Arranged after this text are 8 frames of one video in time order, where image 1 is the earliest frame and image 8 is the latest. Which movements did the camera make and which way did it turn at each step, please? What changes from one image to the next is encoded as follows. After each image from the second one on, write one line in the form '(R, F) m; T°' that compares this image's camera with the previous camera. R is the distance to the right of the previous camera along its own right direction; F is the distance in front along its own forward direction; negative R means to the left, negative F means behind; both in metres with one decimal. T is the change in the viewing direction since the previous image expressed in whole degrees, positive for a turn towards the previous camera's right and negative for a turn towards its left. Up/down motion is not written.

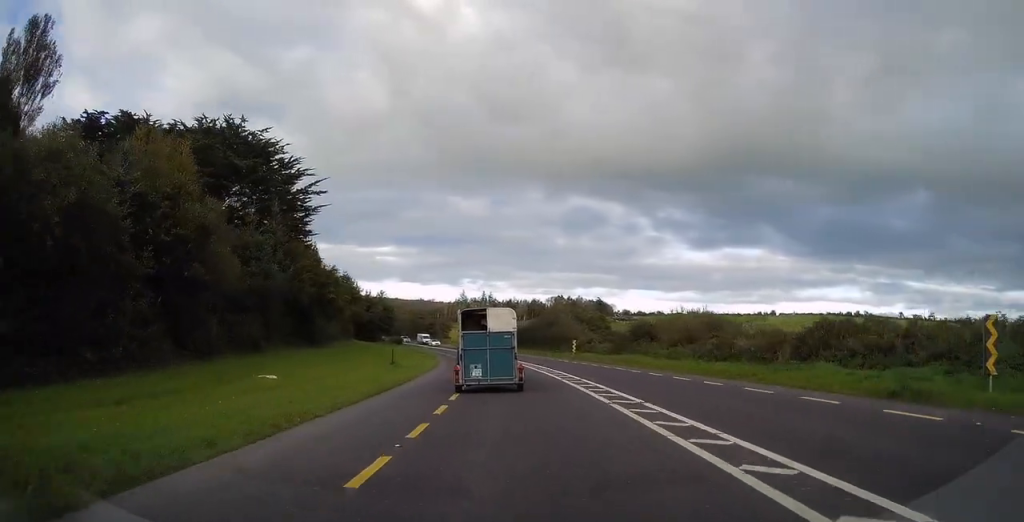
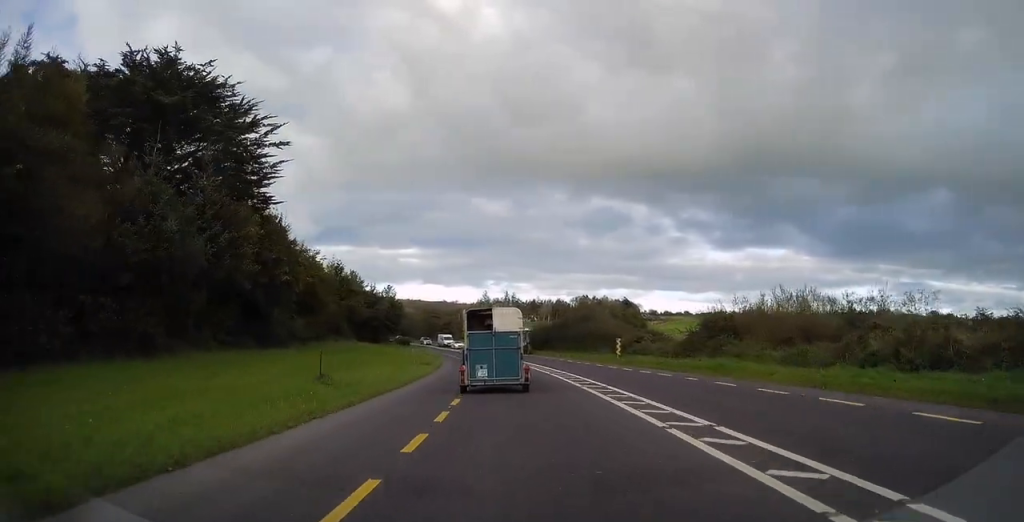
(-0.6, +17.0) m; -3°
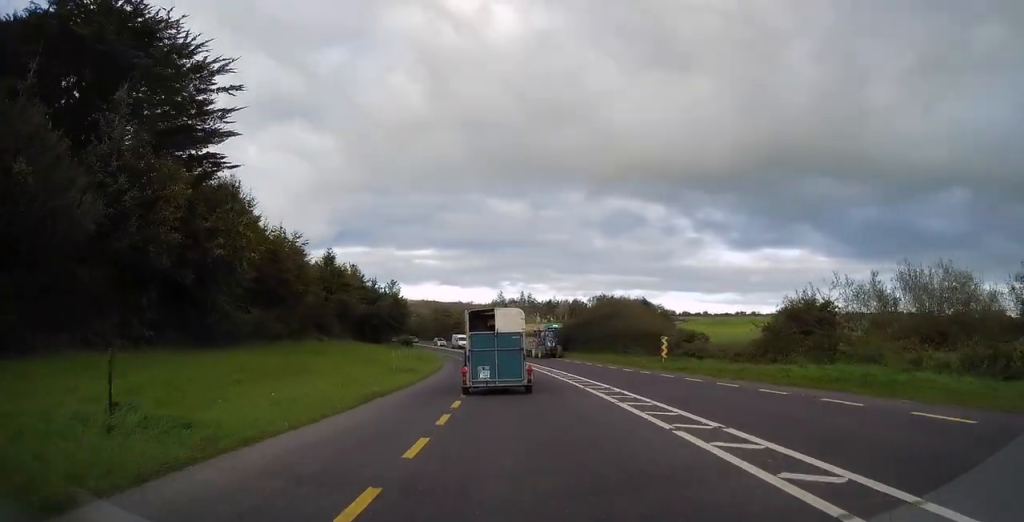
(0.0, +12.1) m; -2°
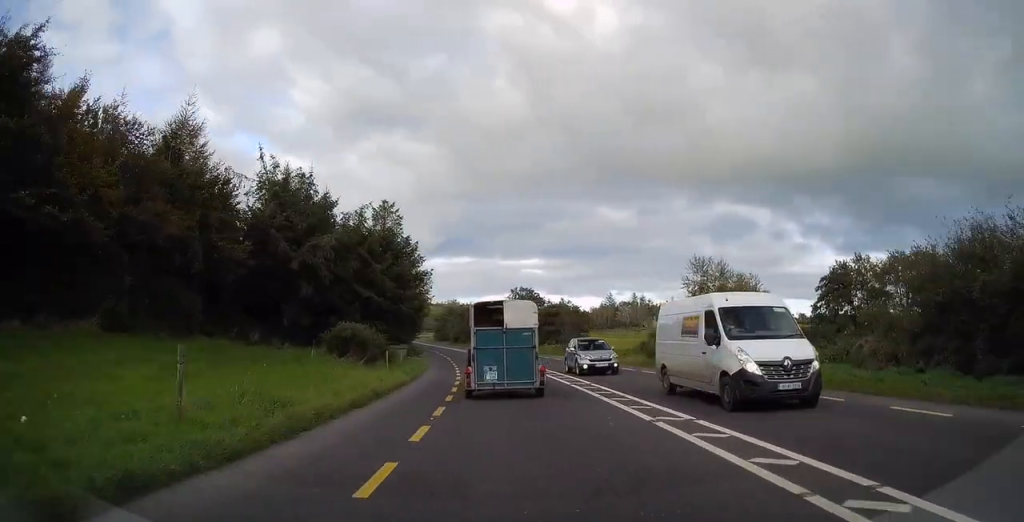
(-7.4, +72.7) m; -11°
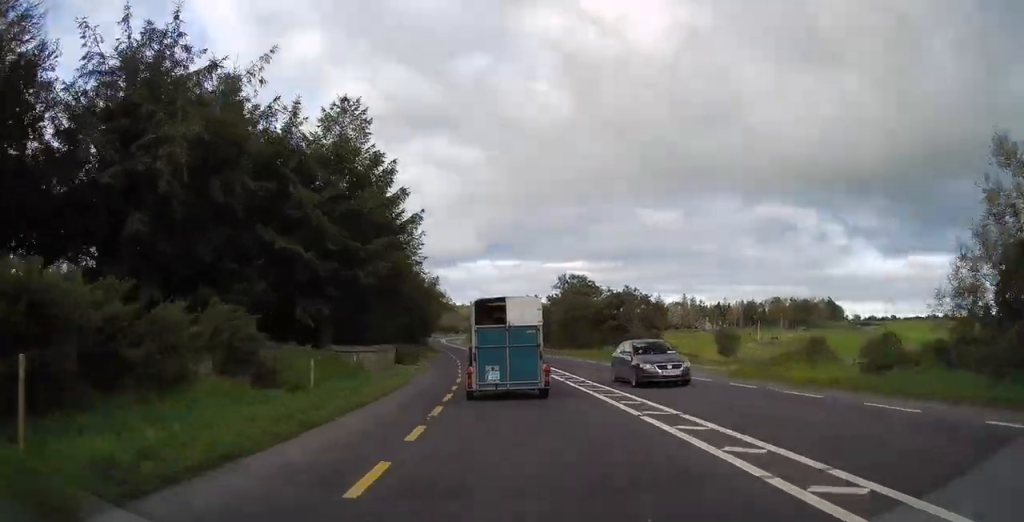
(-1.0, +22.1) m; -5°
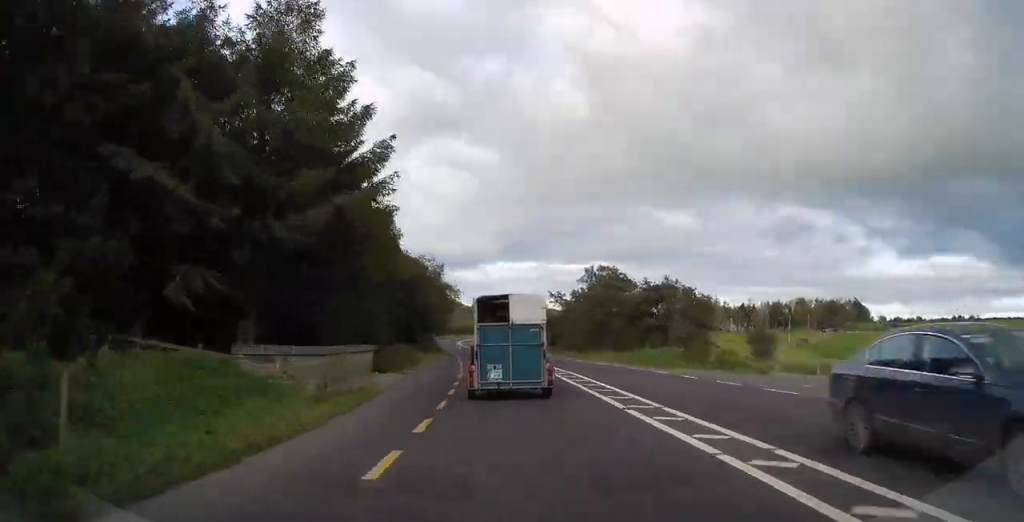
(-0.2, +10.0) m; -2°
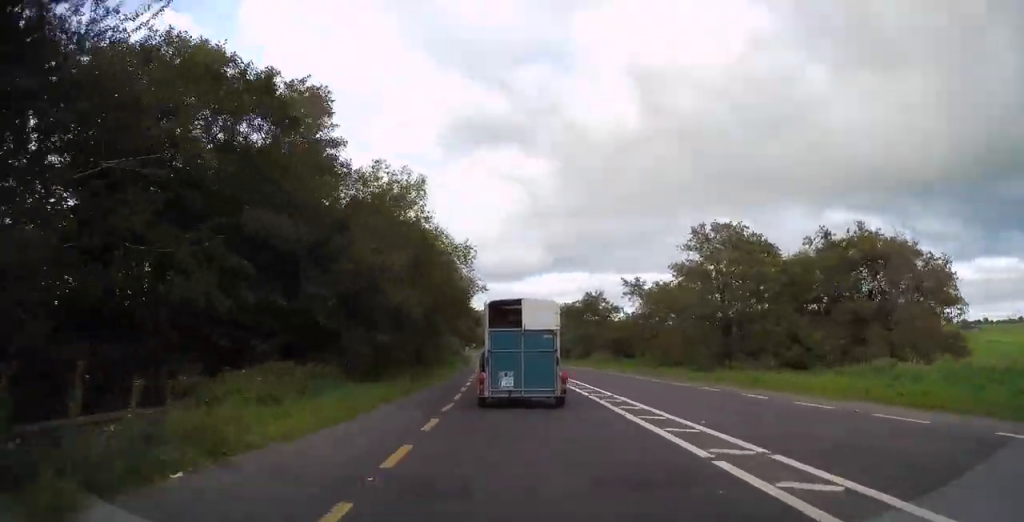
(-1.6, +27.2) m; -6°
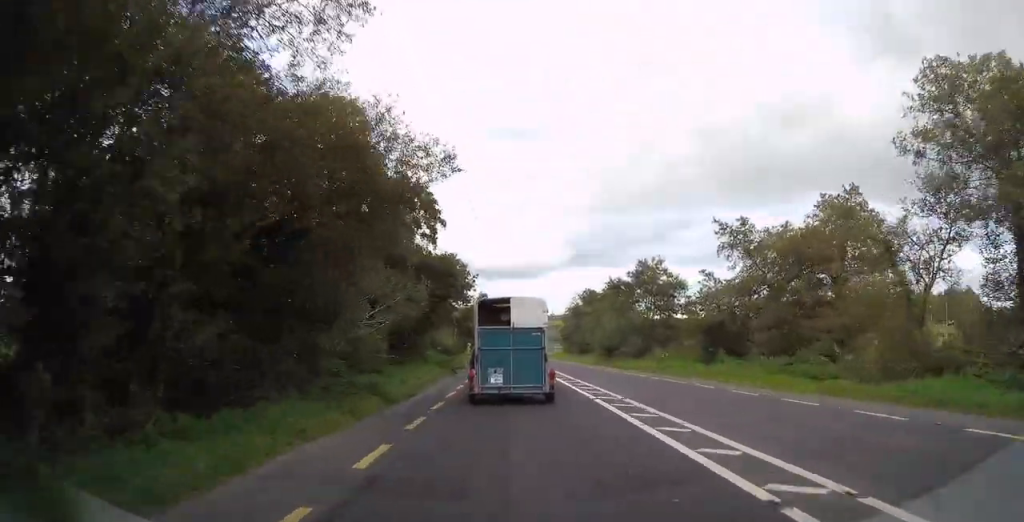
(-1.1, +24.4) m; -4°
